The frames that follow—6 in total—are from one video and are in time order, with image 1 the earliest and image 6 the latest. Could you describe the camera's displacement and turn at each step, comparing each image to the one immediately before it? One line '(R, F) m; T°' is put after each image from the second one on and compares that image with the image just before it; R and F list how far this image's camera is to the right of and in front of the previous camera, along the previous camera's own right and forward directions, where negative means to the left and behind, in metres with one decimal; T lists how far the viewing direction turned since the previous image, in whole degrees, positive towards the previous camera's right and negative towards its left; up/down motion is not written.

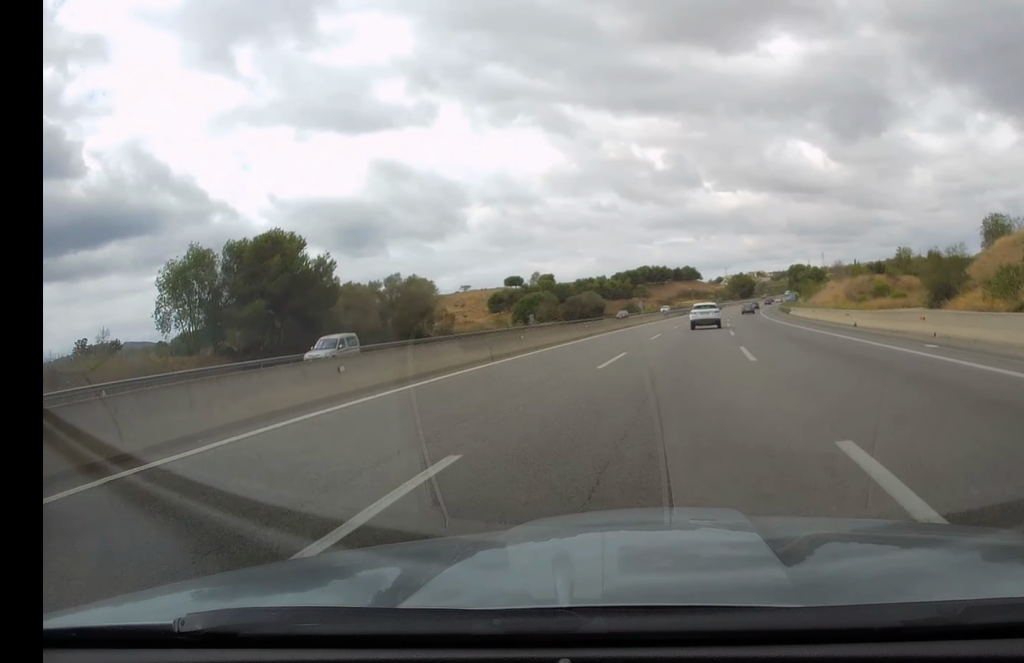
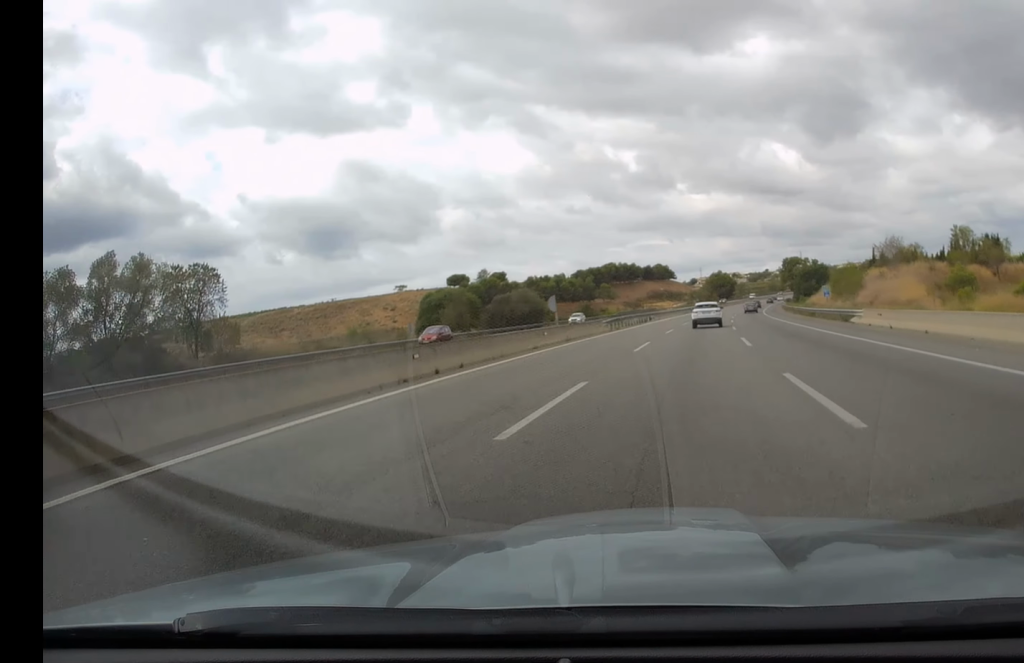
(+0.7, +43.8) m; +2°
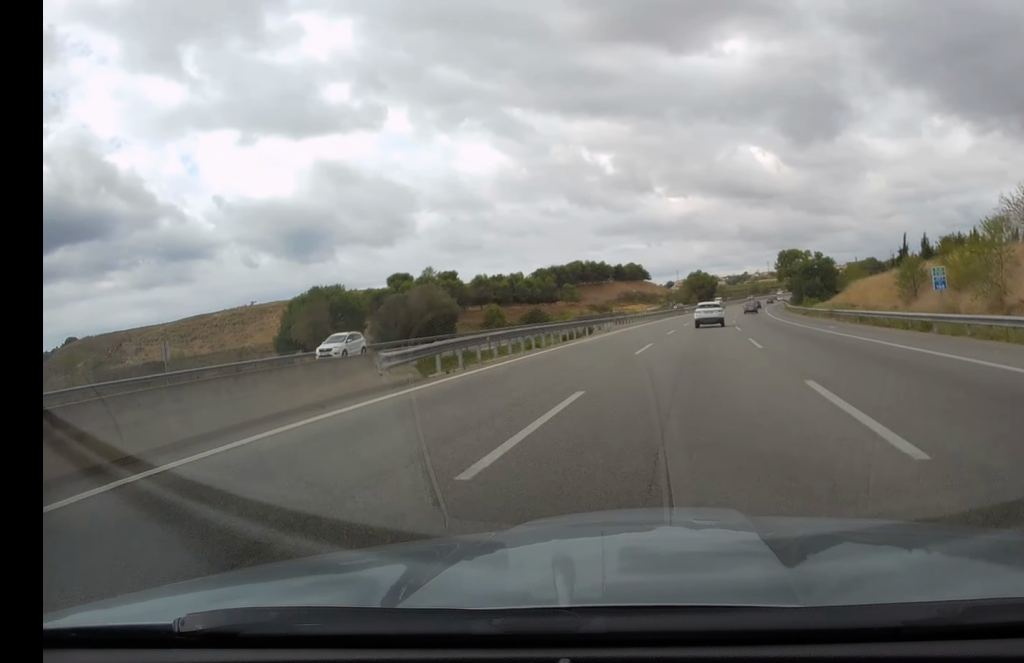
(+0.5, +36.0) m; +2°
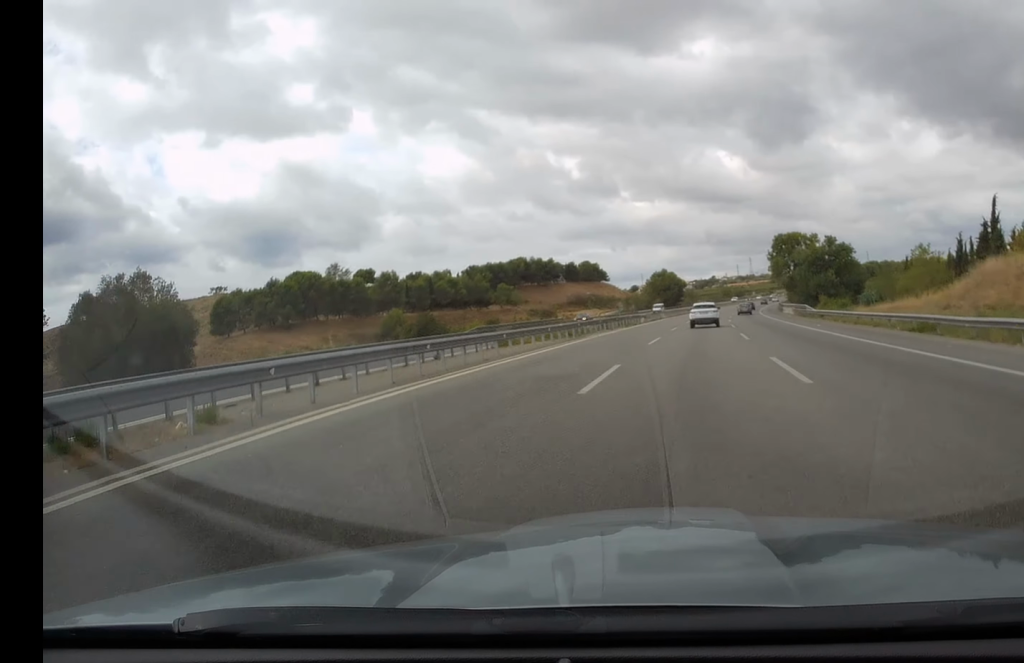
(+1.0, +45.1) m; +2°
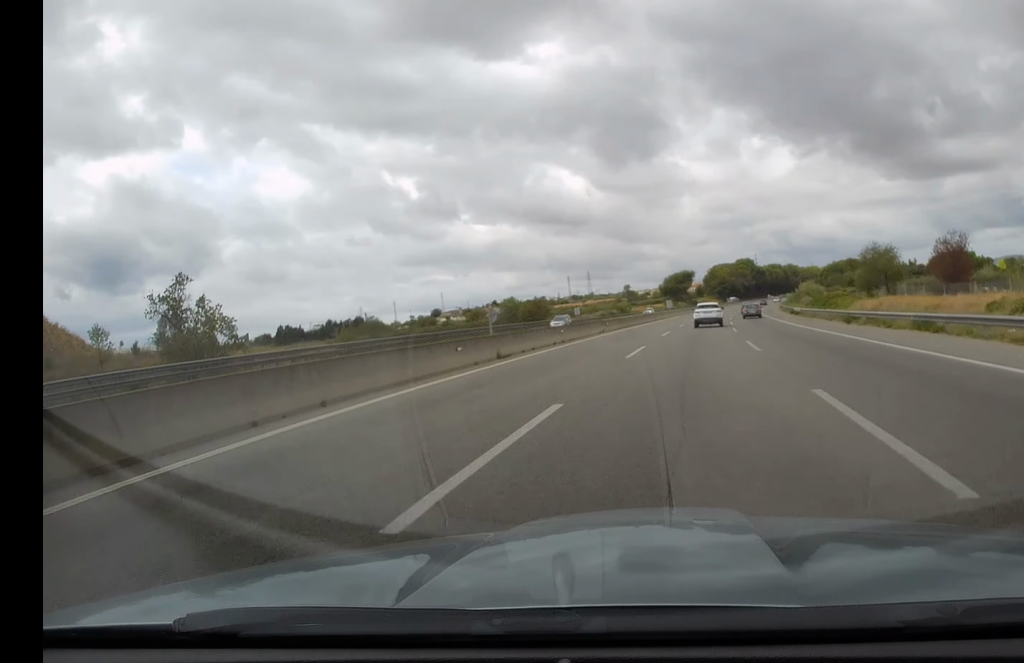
(+25.6, +246.2) m; +12°
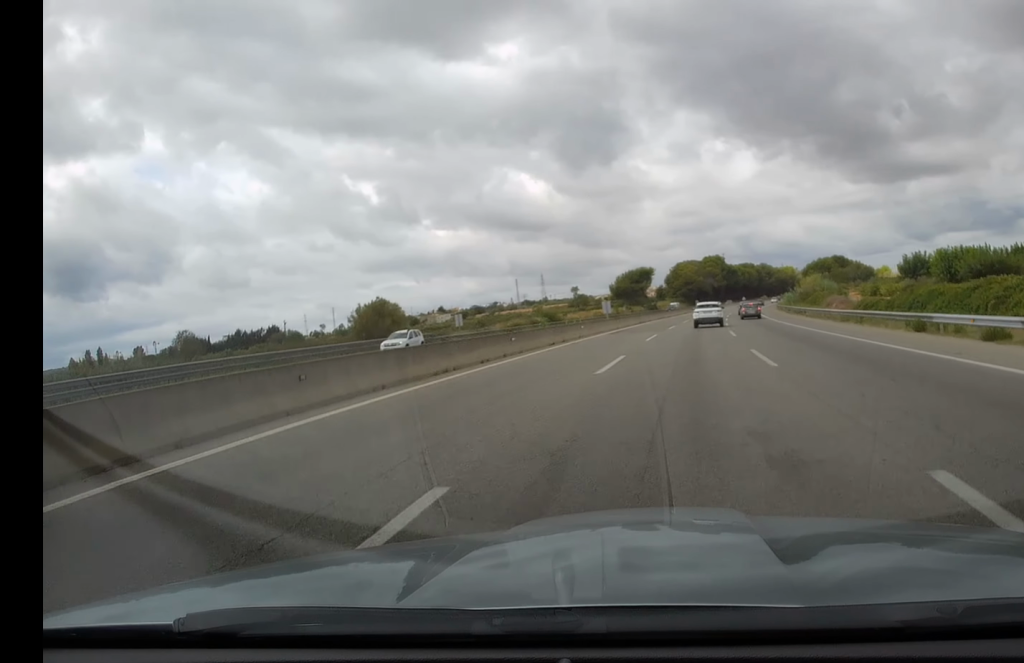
(+1.8, +56.3) m; +3°
